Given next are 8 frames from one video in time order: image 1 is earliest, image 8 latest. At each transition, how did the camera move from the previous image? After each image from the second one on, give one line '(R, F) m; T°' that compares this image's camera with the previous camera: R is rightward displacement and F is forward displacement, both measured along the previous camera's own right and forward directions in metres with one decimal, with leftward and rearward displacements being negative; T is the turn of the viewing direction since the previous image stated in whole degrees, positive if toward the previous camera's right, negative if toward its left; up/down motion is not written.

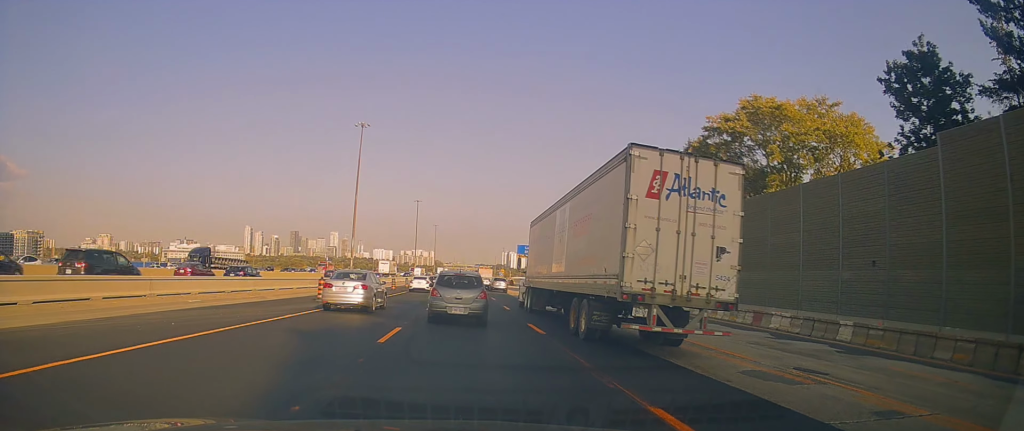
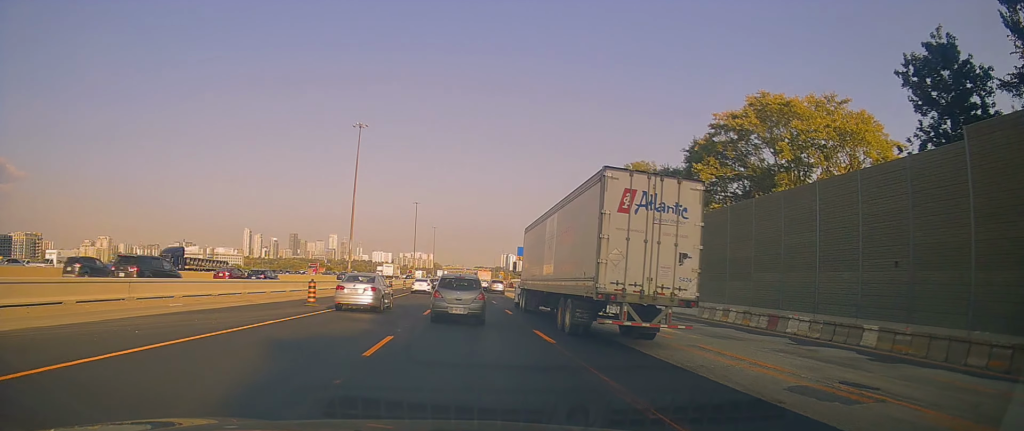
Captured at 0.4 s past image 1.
(-0.1, +1.6) m; +1°
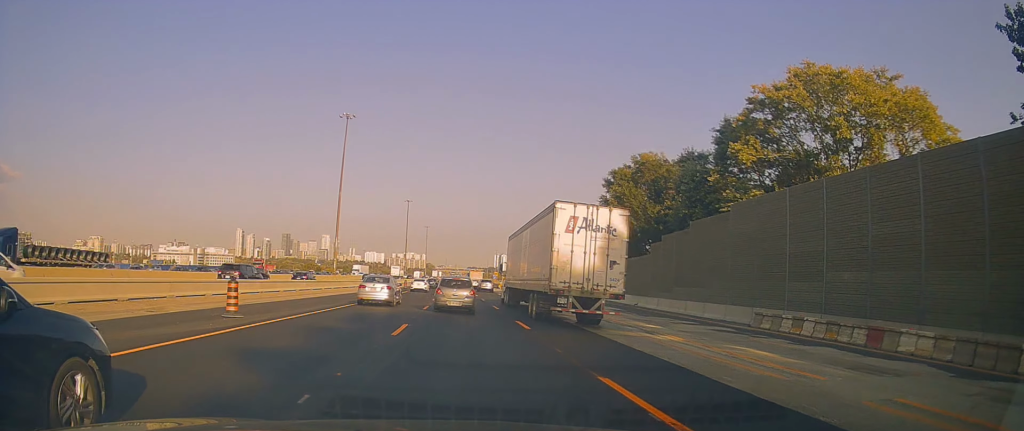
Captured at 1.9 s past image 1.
(+0.4, +8.4) m; +3°
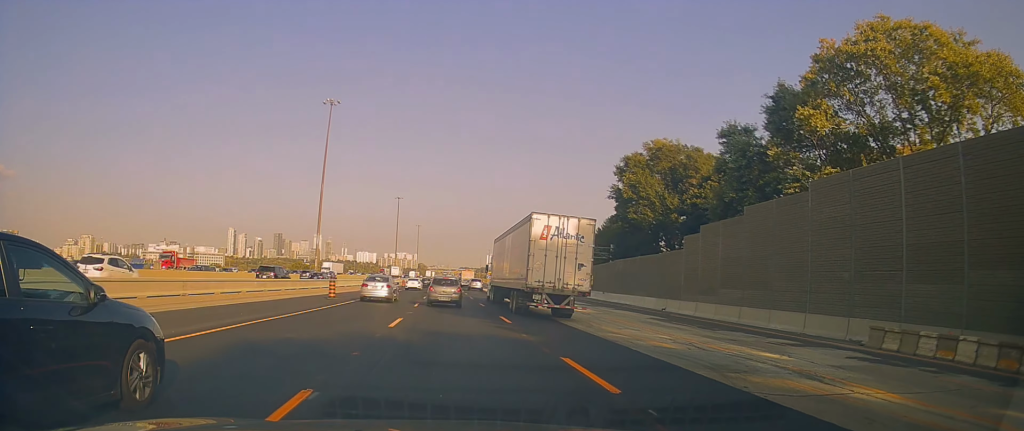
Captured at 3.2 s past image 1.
(+0.4, +9.7) m; +4°
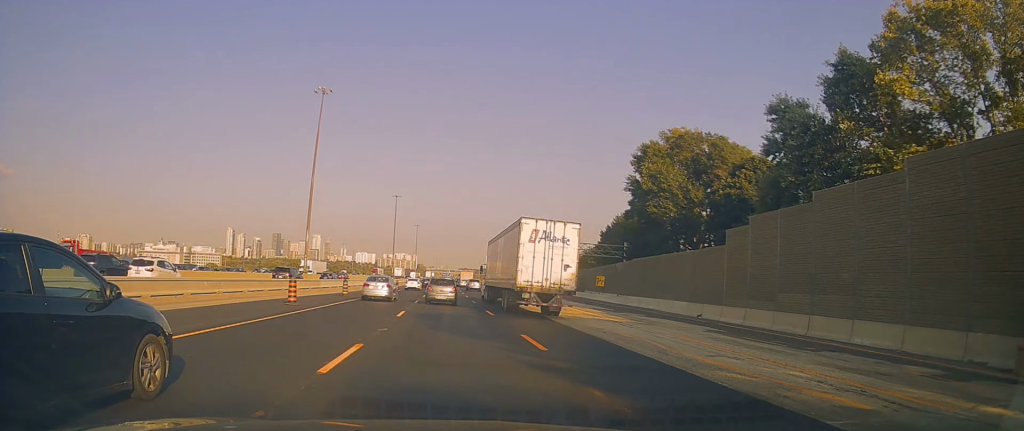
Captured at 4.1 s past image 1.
(0.0, +7.5) m; -3°
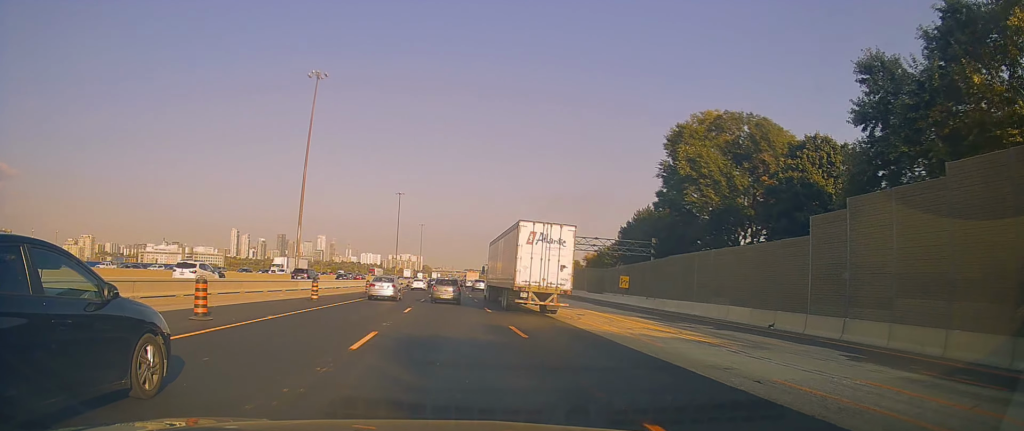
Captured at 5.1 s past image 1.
(-0.4, +9.2) m; -3°
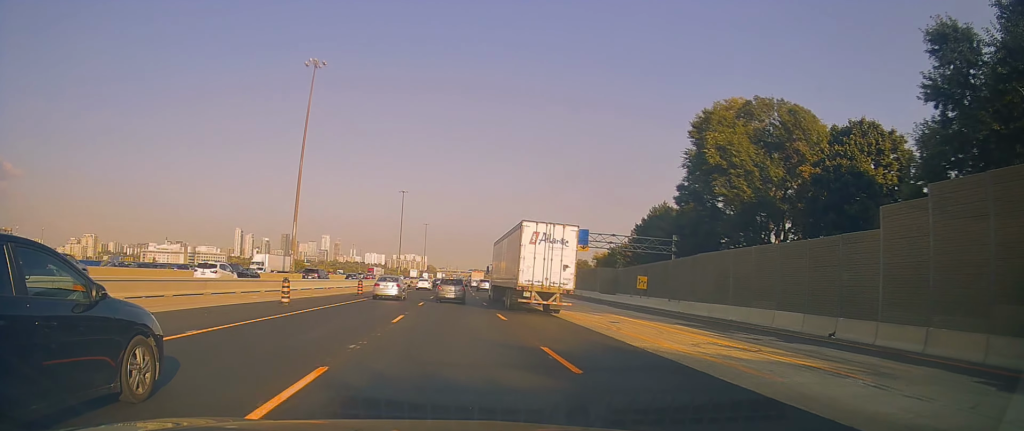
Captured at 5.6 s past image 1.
(-0.1, +5.5) m; 0°
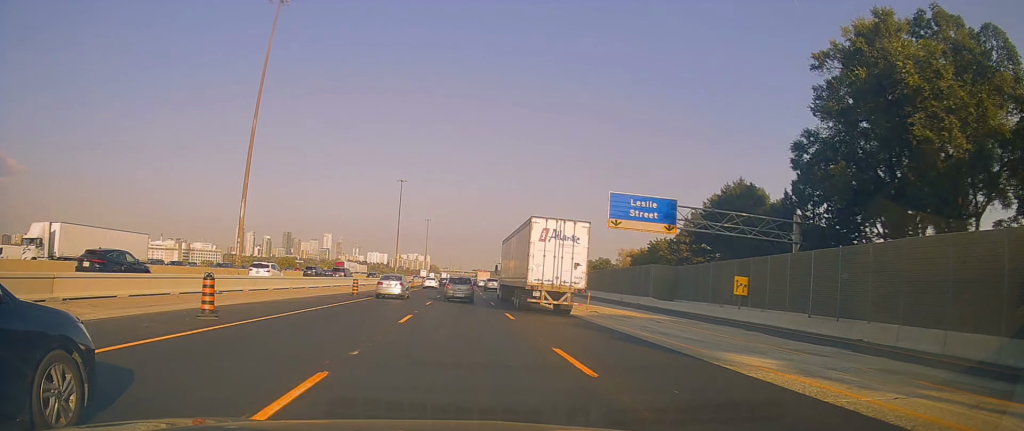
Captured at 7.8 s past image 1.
(+0.2, +24.3) m; +2°
